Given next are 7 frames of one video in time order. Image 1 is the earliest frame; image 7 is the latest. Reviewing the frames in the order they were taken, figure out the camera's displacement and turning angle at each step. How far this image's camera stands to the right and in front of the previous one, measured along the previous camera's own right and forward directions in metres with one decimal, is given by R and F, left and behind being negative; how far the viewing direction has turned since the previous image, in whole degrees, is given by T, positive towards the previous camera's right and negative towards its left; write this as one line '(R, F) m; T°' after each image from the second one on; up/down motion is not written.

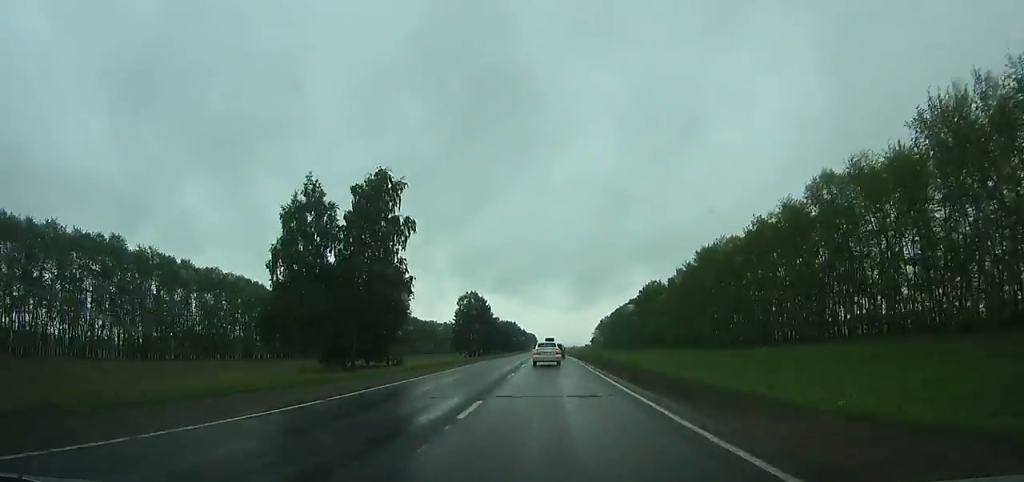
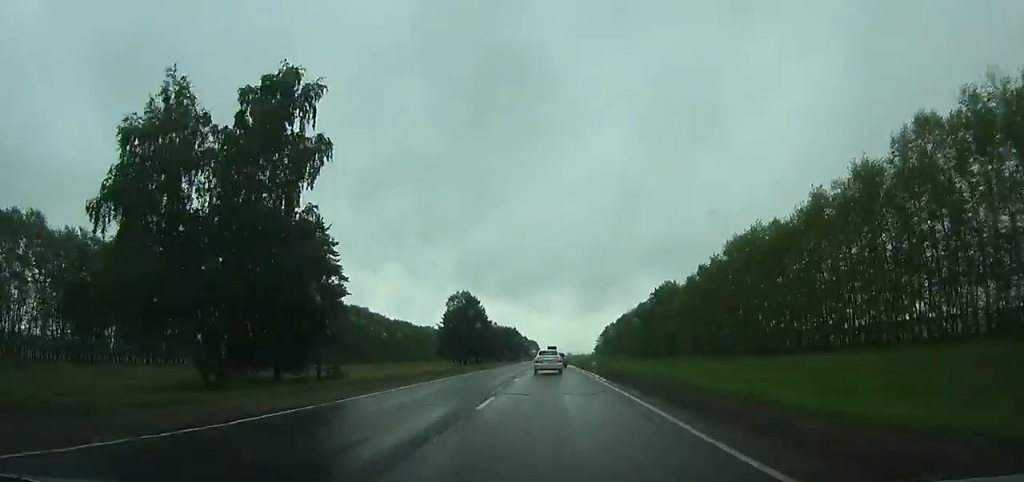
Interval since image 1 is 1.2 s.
(0.0, +22.2) m; 0°
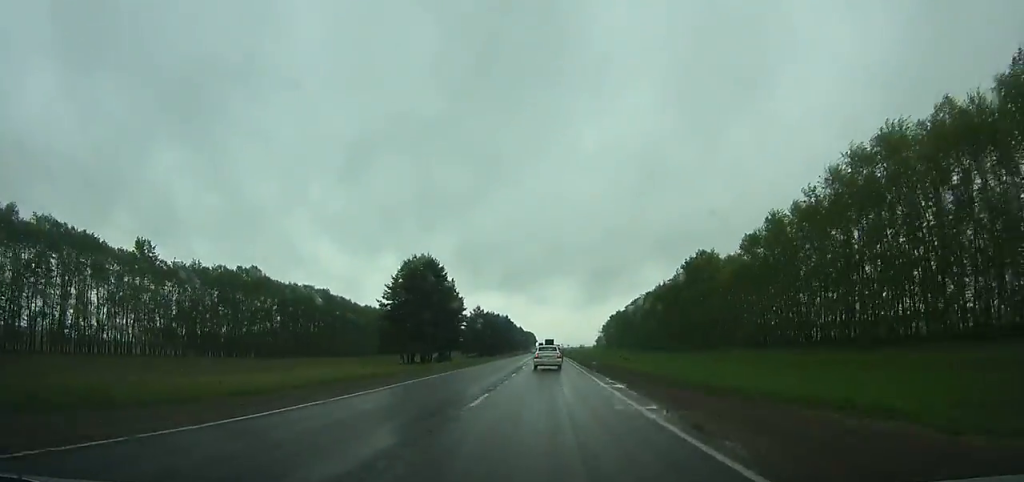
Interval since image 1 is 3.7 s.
(0.0, +46.6) m; 0°
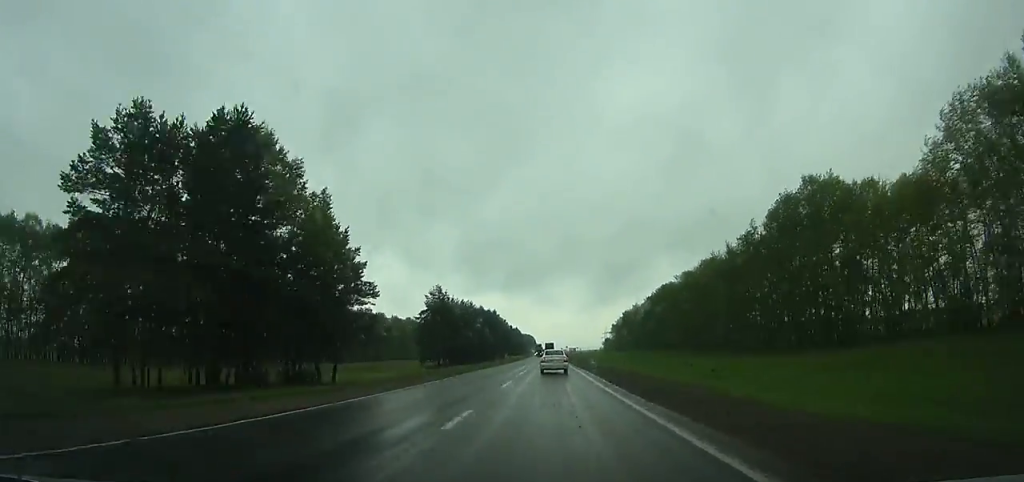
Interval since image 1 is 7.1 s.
(+0.1, +63.8) m; 0°
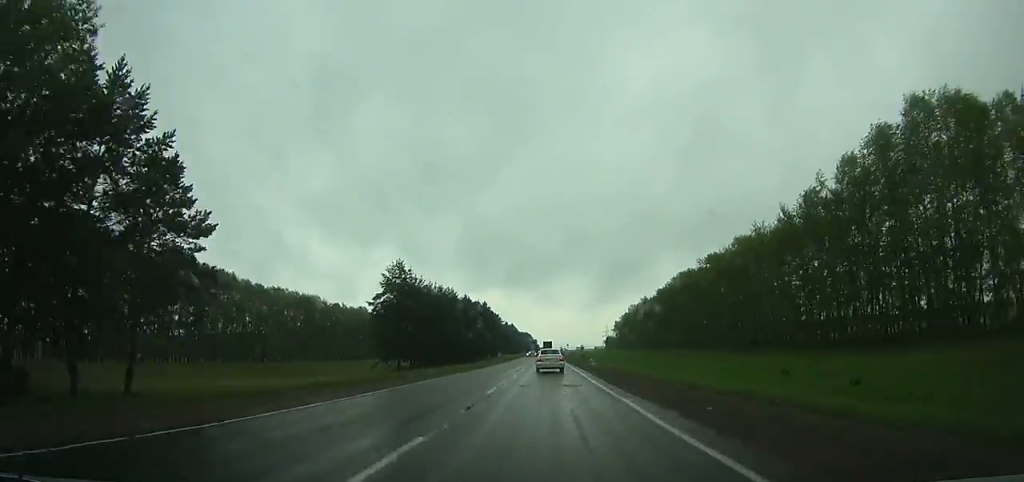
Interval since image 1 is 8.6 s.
(0.0, +28.2) m; 0°
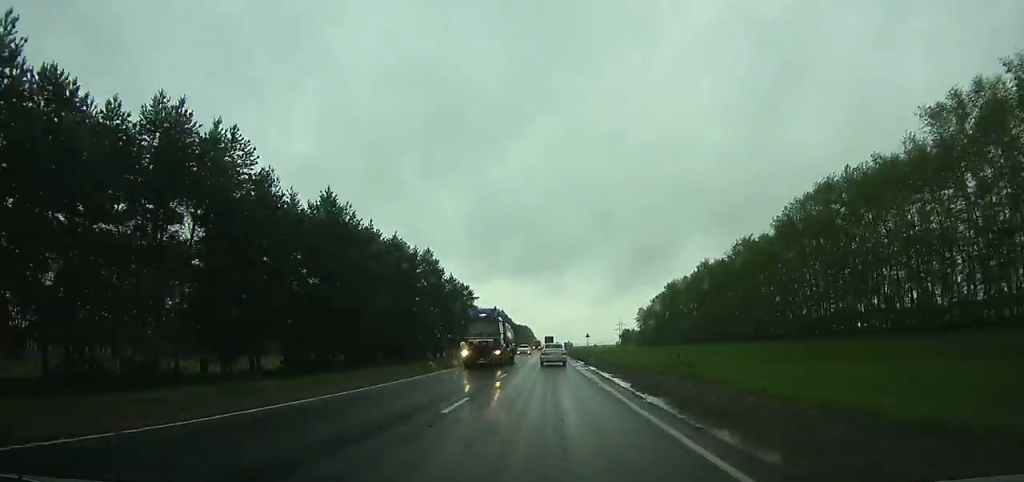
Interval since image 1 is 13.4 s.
(0.0, +90.4) m; 0°
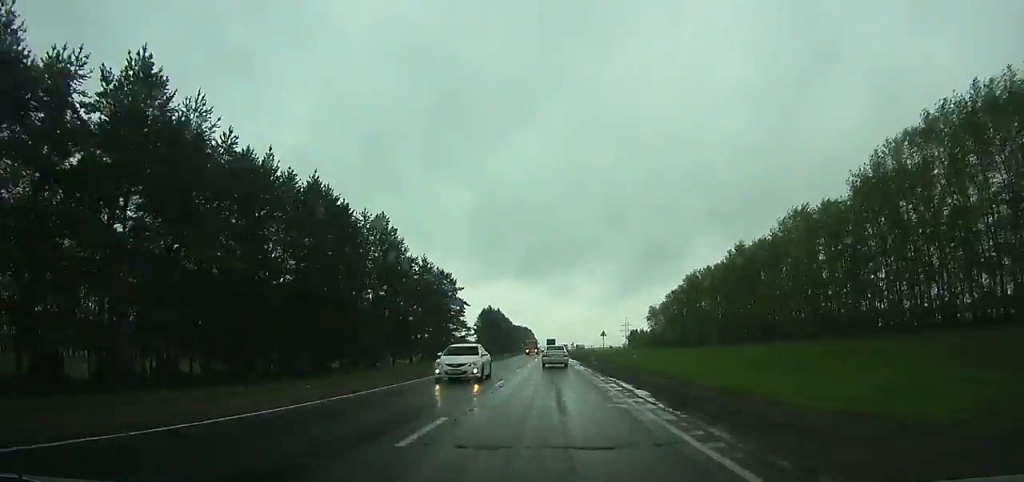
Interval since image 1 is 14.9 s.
(-0.1, +28.1) m; 0°
